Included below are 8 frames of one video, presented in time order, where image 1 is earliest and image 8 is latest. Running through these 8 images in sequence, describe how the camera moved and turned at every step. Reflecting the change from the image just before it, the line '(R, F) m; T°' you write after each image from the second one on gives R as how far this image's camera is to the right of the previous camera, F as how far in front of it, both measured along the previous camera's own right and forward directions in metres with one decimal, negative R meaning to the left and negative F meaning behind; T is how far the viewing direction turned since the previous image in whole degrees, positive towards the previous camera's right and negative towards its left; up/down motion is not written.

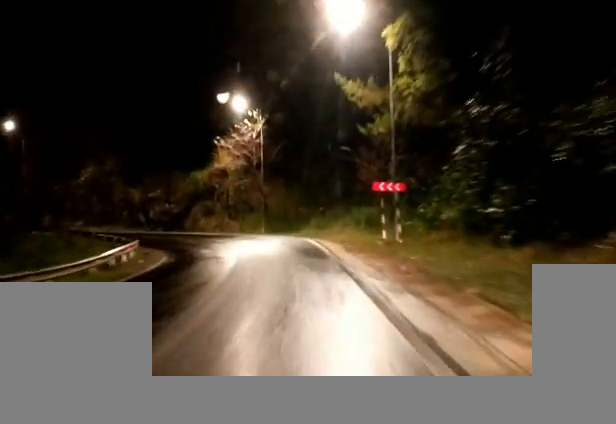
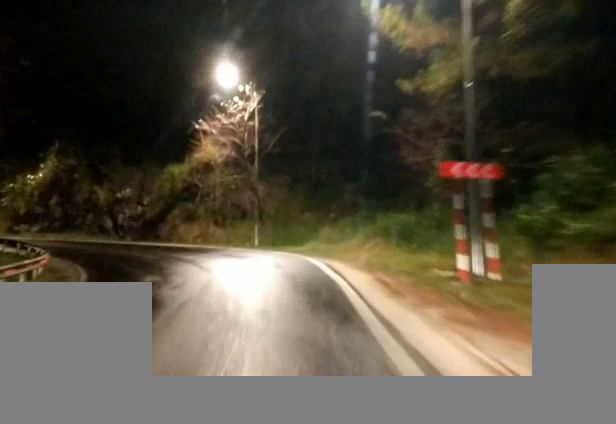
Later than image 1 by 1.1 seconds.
(+0.2, +11.9) m; +2°
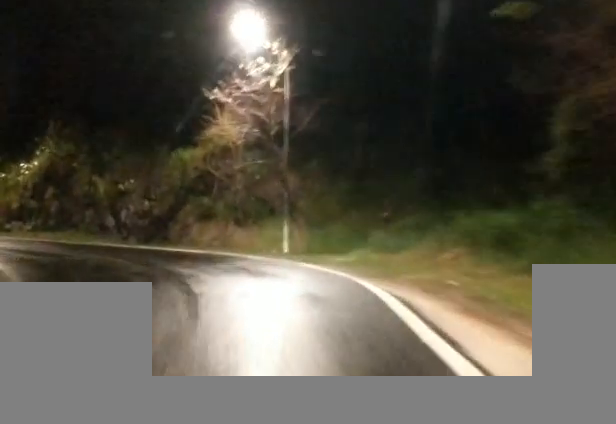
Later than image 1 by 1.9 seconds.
(+0.2, +9.8) m; -1°
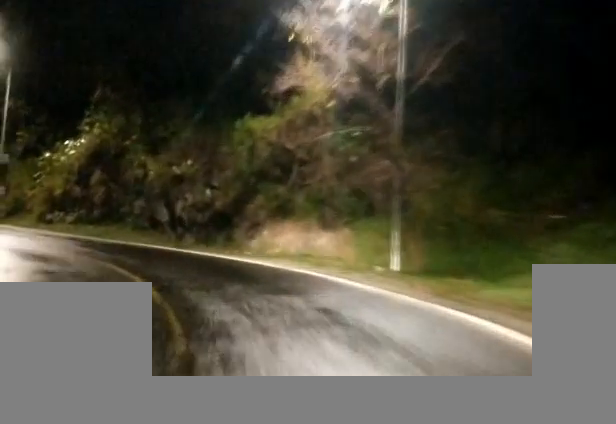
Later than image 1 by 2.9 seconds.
(-0.5, +11.8) m; -9°
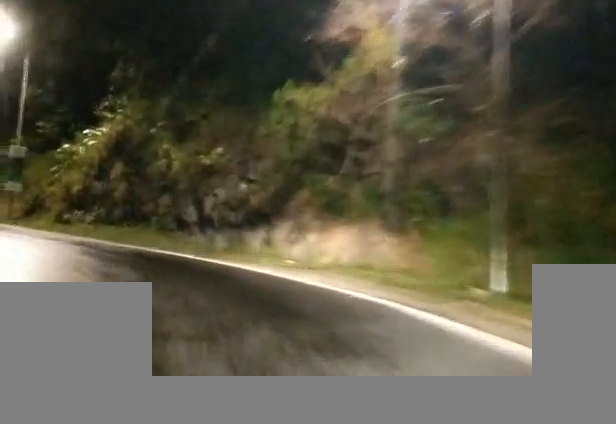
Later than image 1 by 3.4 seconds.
(-0.6, +6.7) m; -8°
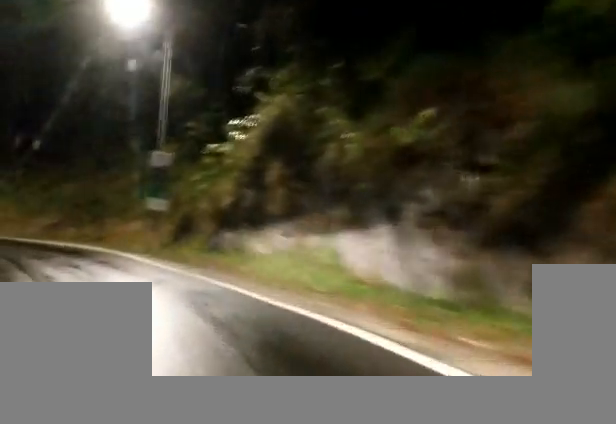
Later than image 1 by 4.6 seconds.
(-2.2, +14.8) m; -17°
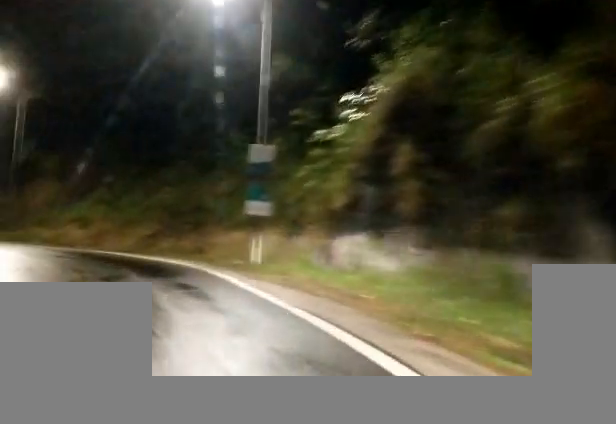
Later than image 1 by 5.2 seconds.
(-0.6, +7.6) m; -6°
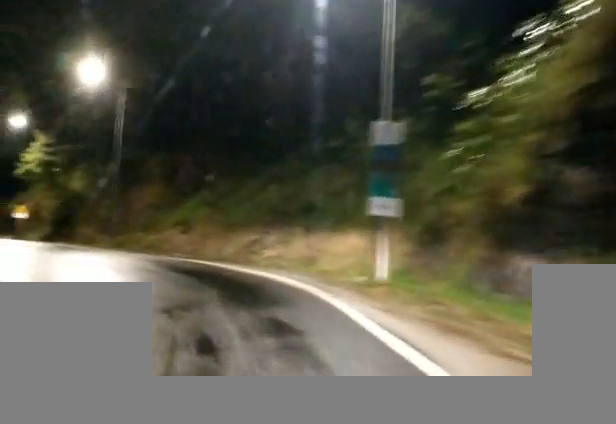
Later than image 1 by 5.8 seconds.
(-0.6, +8.0) m; -4°
